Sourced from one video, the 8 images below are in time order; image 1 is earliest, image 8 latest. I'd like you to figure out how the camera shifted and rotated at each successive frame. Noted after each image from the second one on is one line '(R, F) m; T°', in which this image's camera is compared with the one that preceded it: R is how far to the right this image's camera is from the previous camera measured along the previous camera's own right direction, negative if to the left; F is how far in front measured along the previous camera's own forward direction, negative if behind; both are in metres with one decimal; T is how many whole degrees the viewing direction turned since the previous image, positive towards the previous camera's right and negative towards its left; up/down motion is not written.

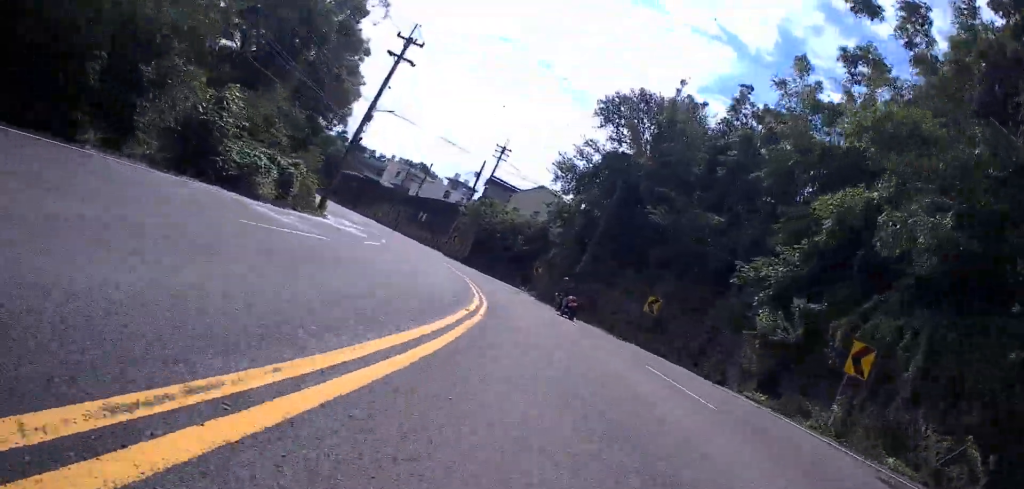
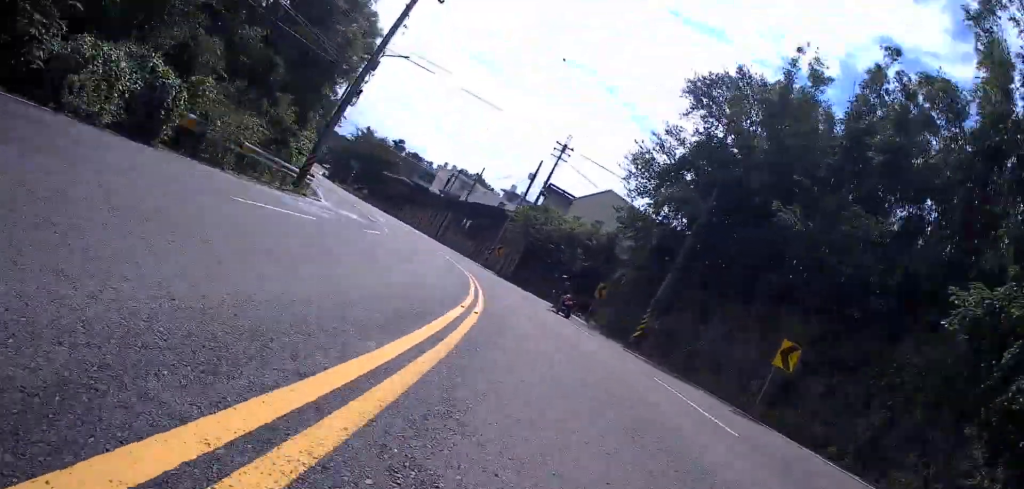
(-0.4, +10.3) m; -6°
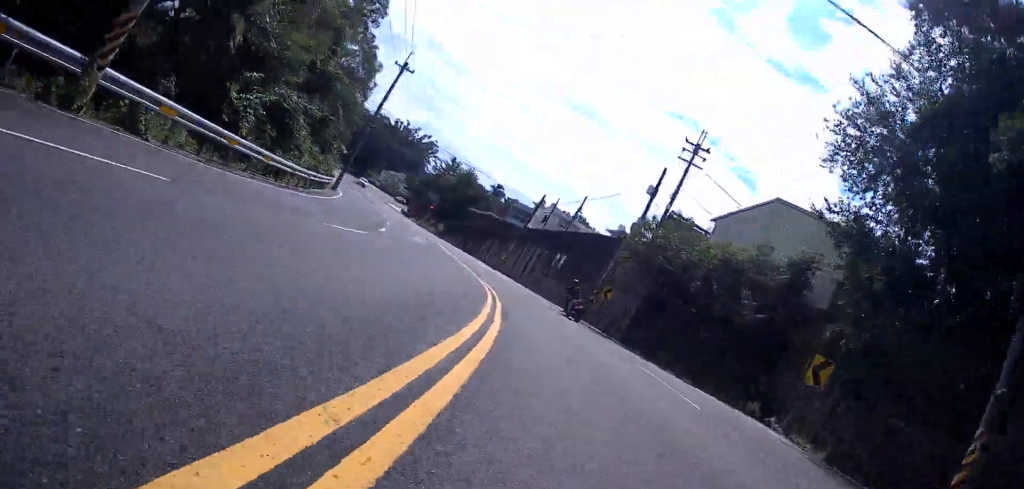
(-2.0, +16.4) m; -11°
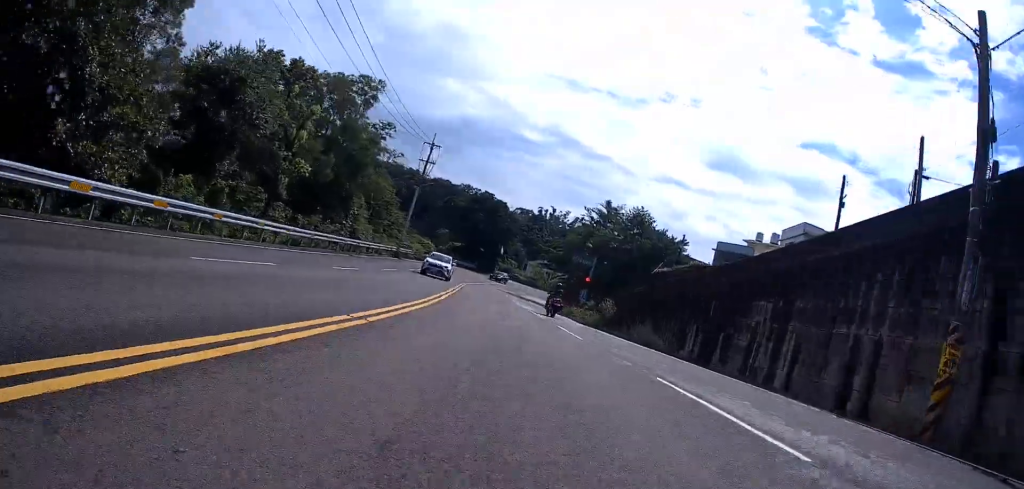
(-8.4, +41.7) m; -18°
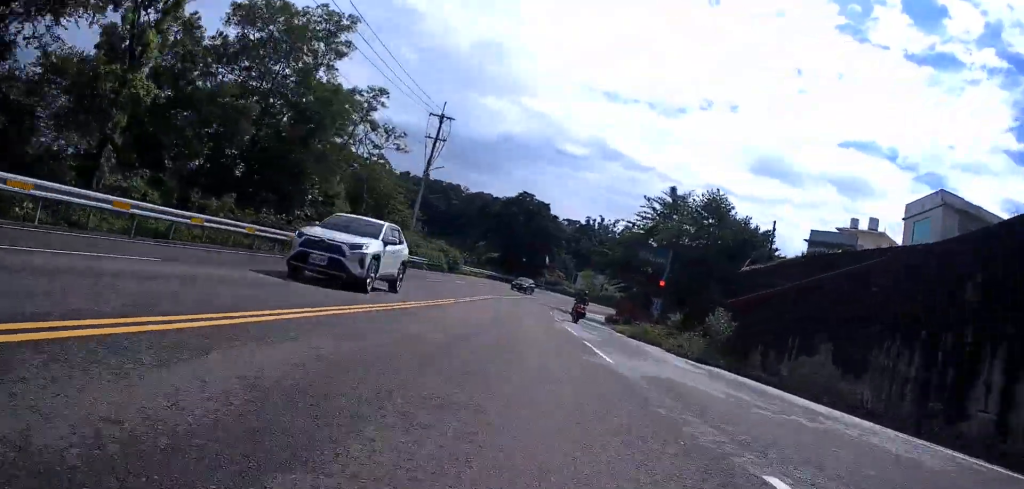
(0.0, +14.6) m; -2°
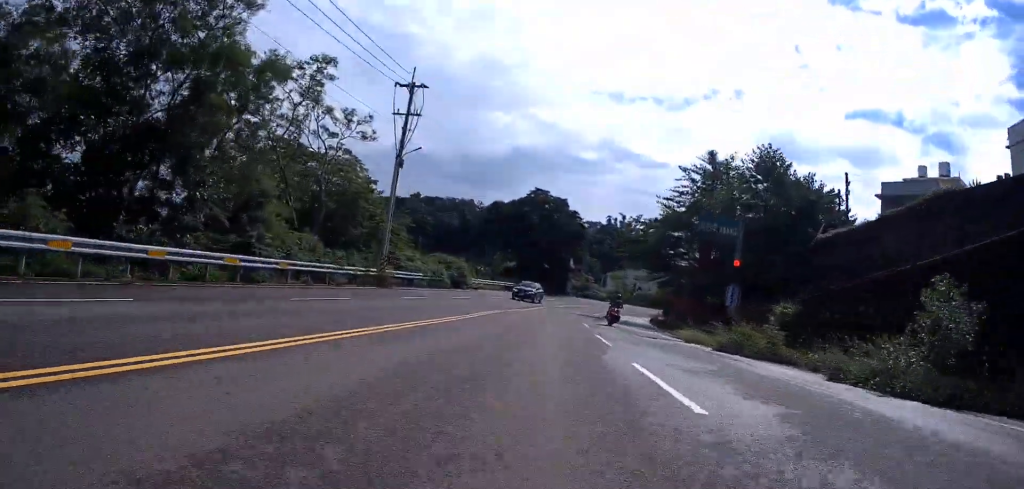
(-0.4, +10.6) m; -2°
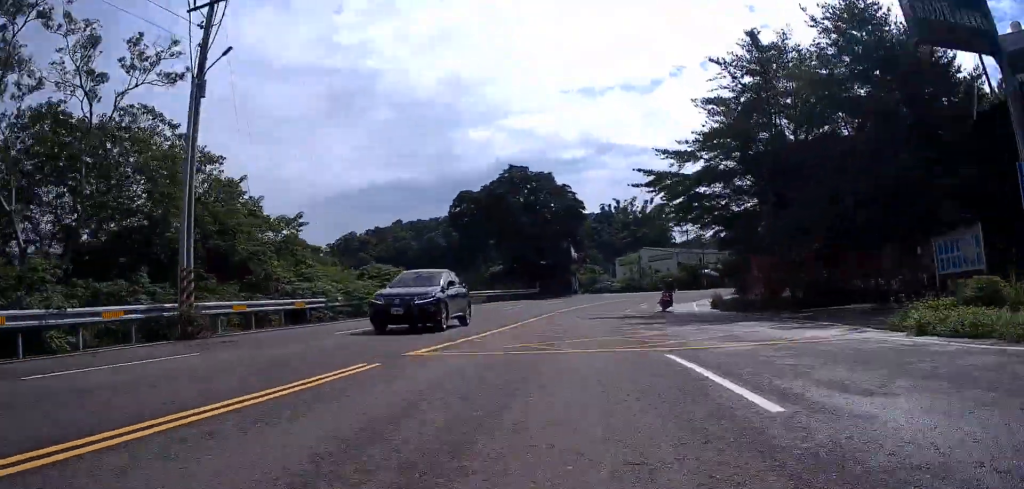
(-0.4, +17.7) m; -2°
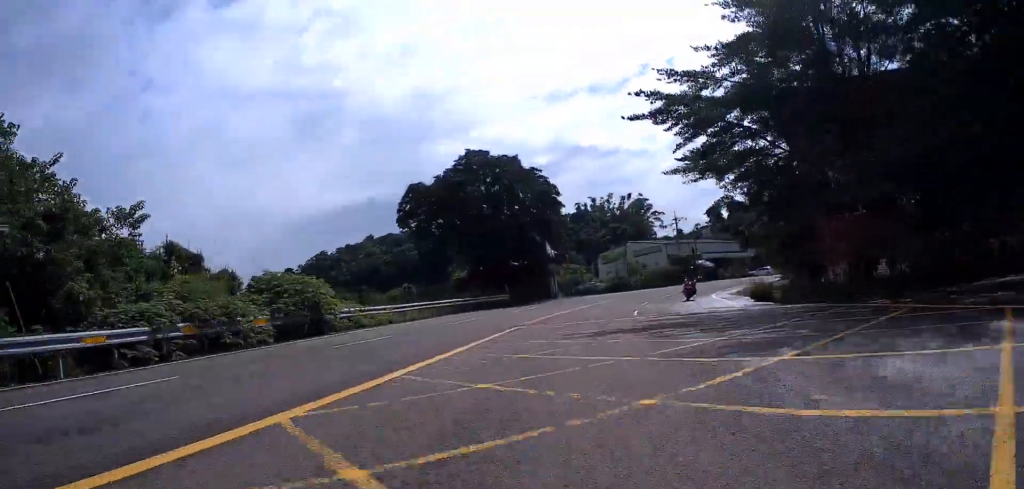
(0.0, +10.1) m; +1°
